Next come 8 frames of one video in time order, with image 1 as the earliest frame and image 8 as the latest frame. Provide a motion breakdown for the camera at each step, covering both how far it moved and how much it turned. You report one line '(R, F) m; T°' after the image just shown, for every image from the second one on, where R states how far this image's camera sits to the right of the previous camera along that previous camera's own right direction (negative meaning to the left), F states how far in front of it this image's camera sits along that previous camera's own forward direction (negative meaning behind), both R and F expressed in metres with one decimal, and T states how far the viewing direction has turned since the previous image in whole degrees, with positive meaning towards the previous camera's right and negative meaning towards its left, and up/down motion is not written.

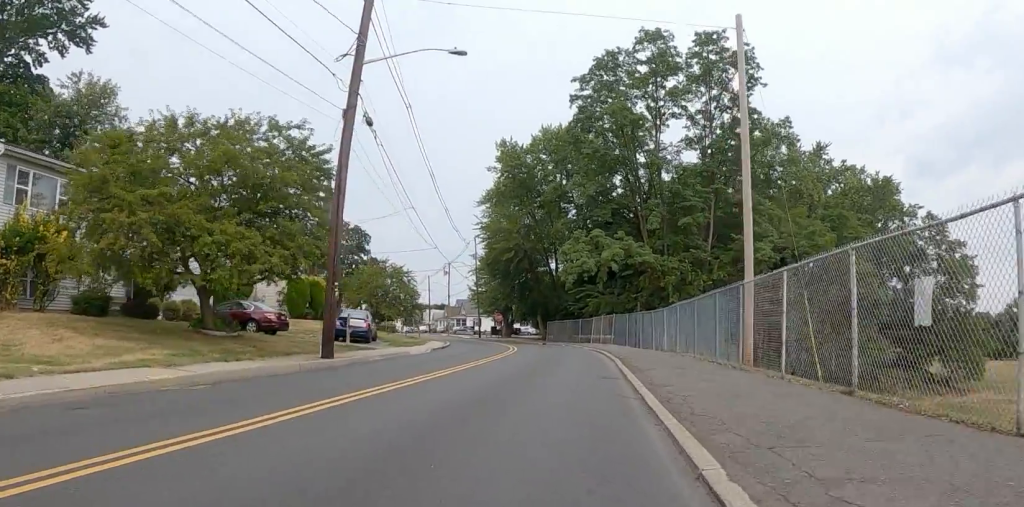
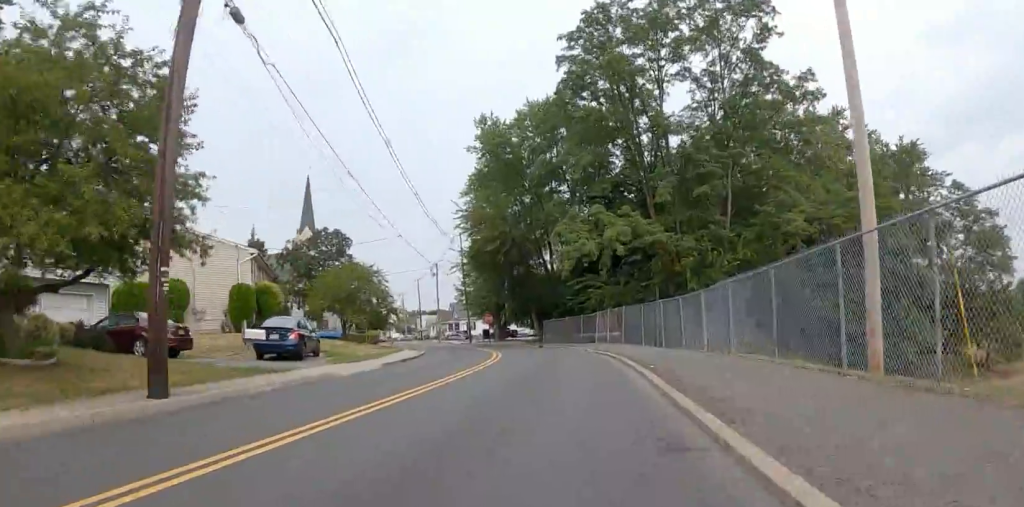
(0.0, +7.1) m; 0°
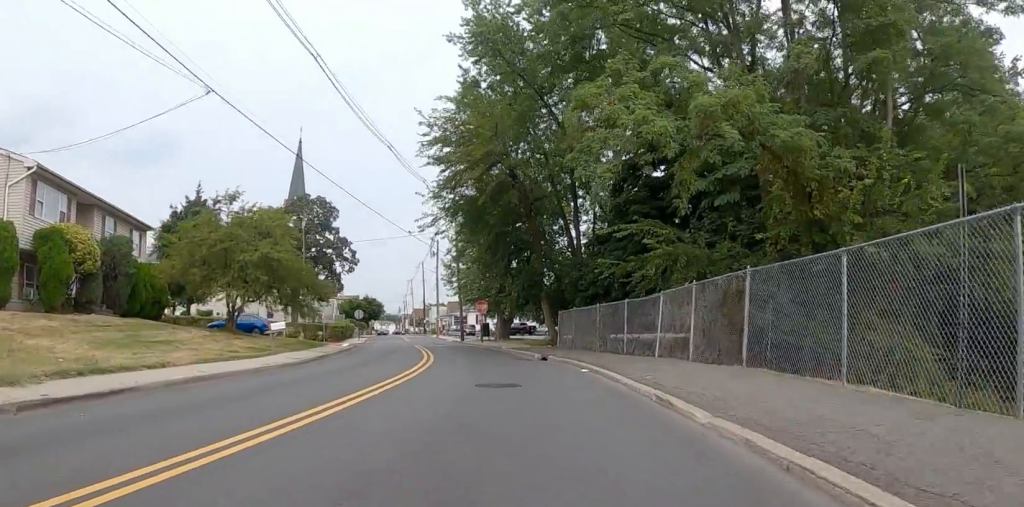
(0.0, +18.0) m; -4°
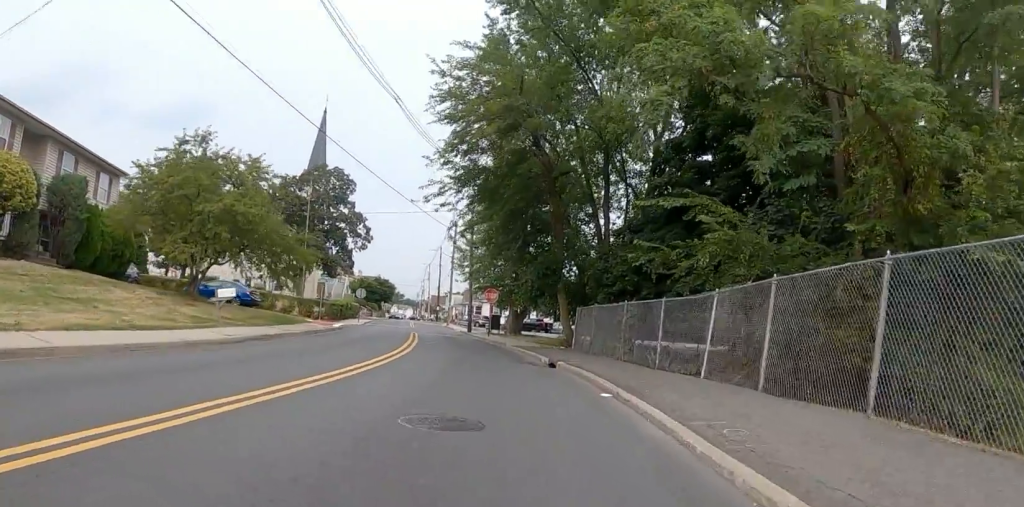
(+0.1, +4.3) m; -4°
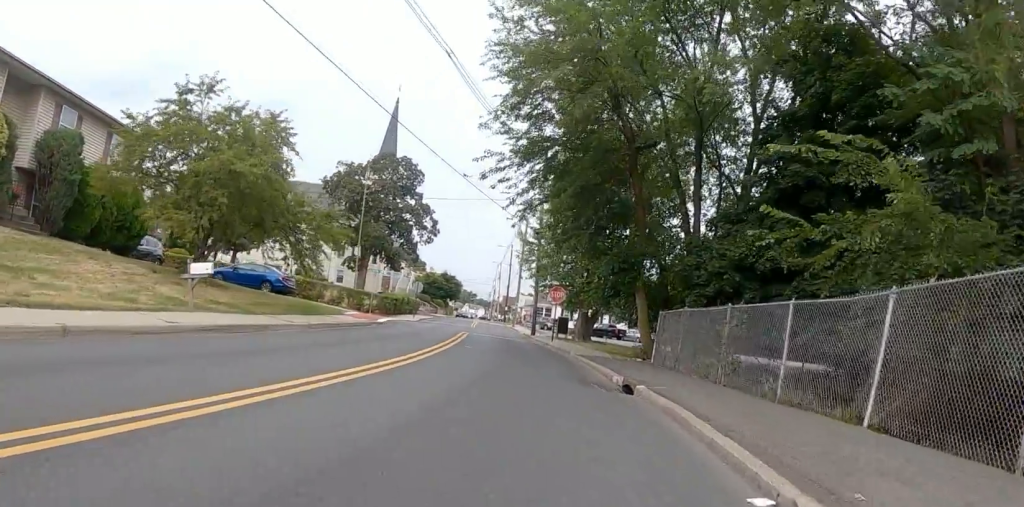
(-0.6, +4.4) m; -3°
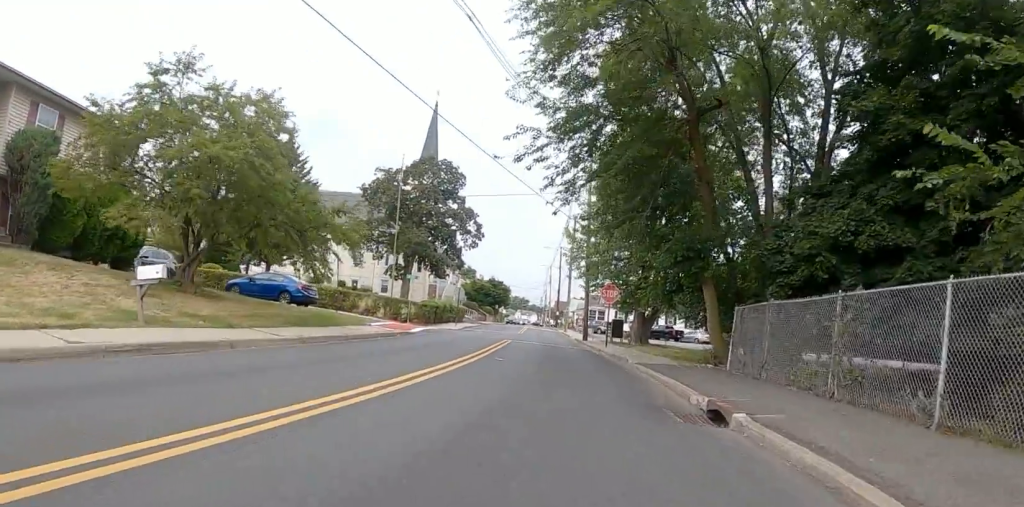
(-0.2, +3.3) m; -3°
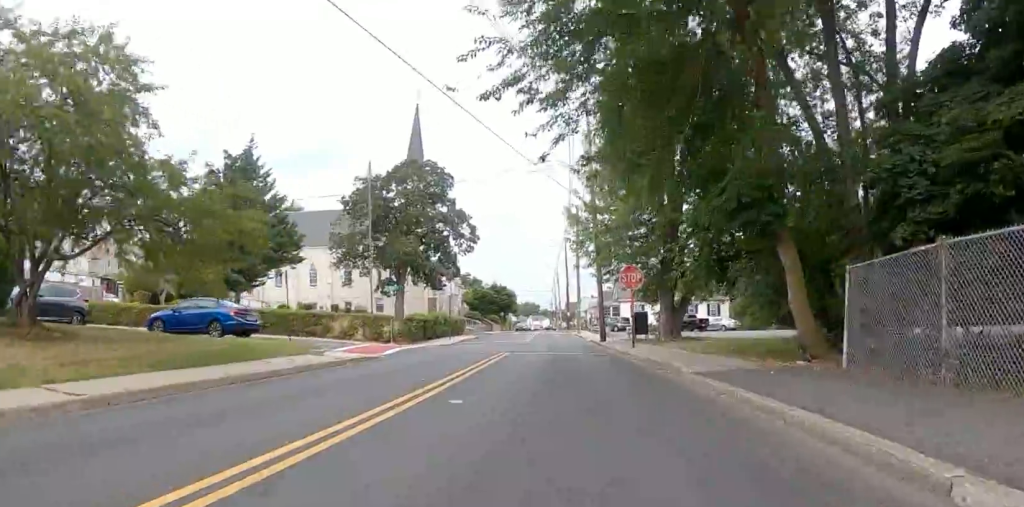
(+0.4, +6.1) m; -5°
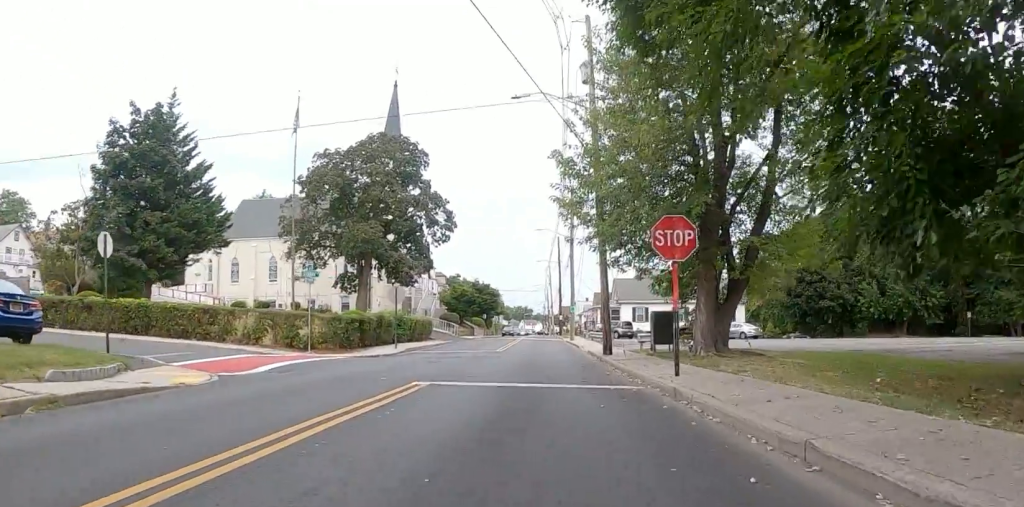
(-1.0, +9.3) m; 0°
